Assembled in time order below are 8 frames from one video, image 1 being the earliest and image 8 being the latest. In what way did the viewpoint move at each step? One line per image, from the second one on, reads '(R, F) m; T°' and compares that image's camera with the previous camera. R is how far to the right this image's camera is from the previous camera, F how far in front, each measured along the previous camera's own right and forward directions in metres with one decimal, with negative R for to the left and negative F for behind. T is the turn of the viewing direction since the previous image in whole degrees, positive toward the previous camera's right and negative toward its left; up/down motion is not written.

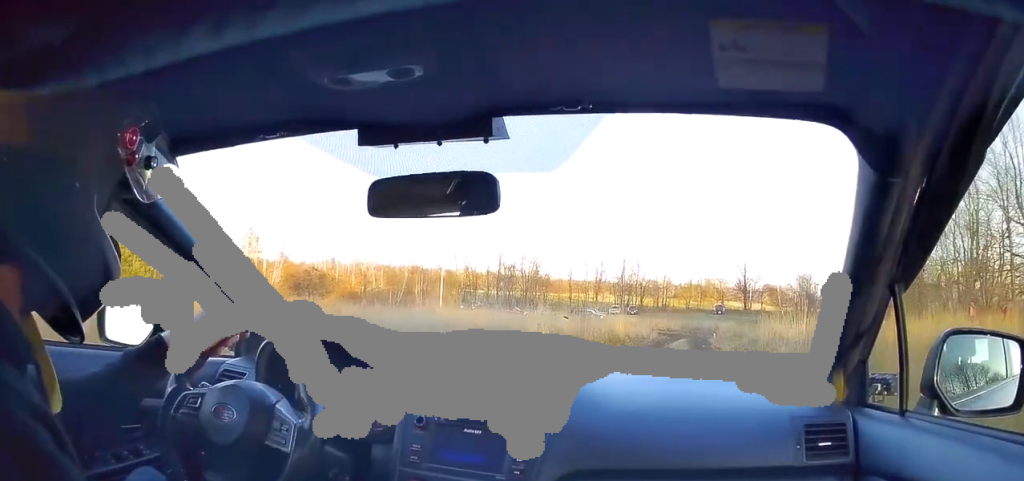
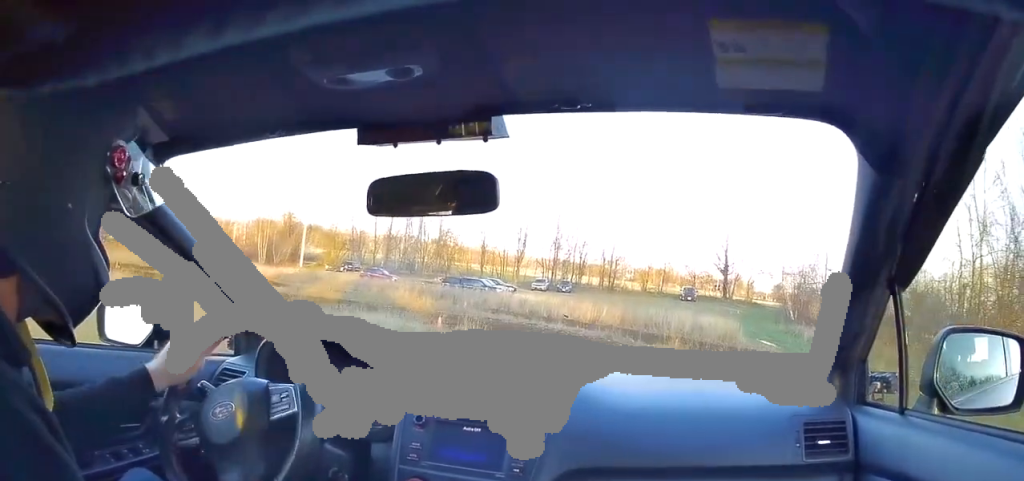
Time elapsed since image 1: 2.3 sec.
(-1.2, +34.3) m; -5°
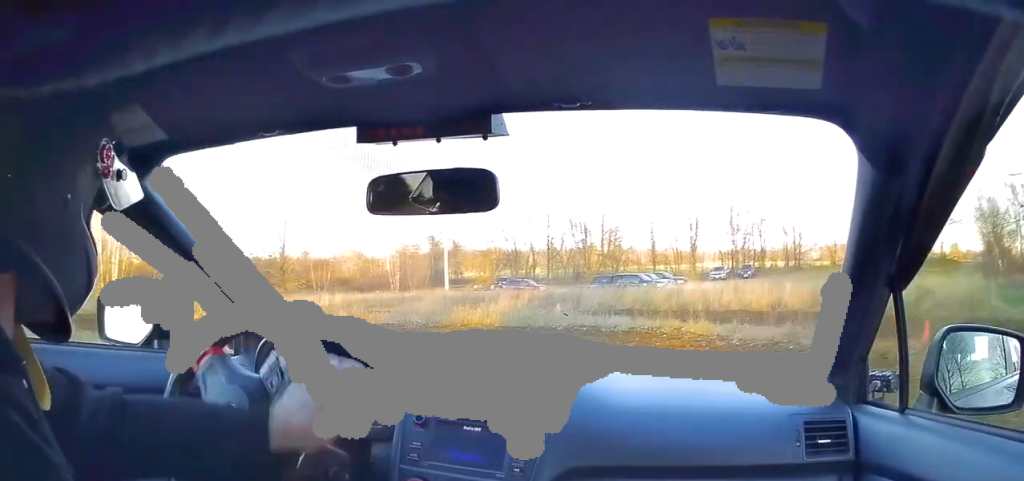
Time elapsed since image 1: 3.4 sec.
(-0.7, +13.3) m; -11°
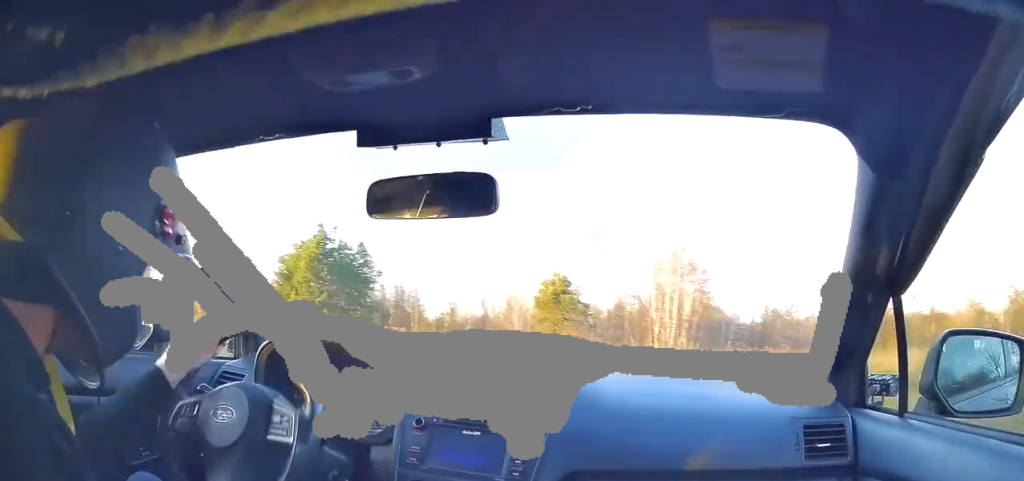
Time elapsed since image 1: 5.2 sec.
(-4.2, +15.1) m; -40°
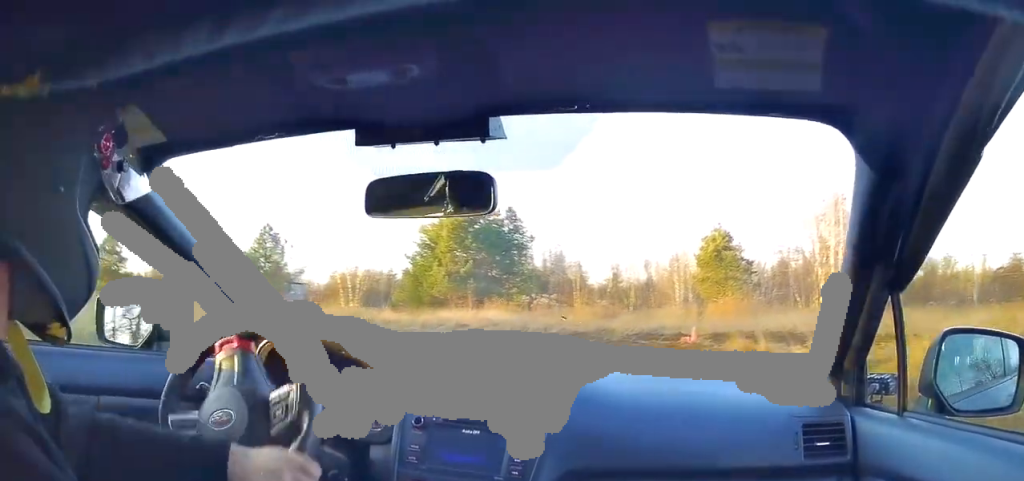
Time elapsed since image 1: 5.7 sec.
(-0.3, +3.3) m; -15°
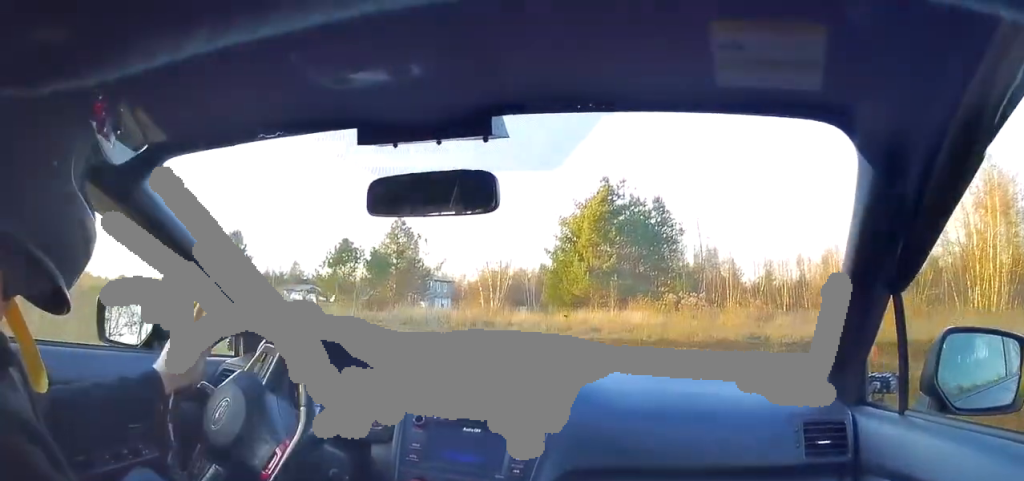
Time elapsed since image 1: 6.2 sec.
(-0.6, +2.9) m; -10°
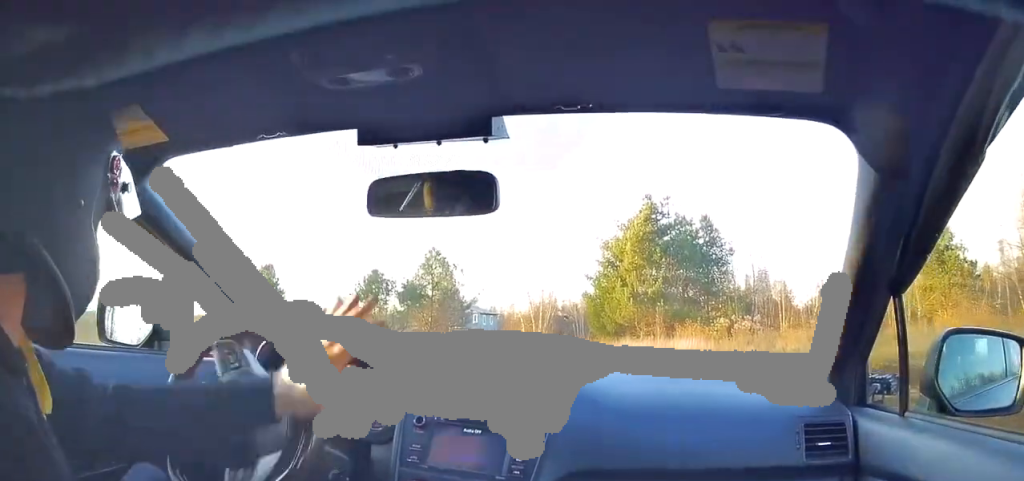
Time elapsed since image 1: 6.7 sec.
(-0.3, +2.7) m; -8°
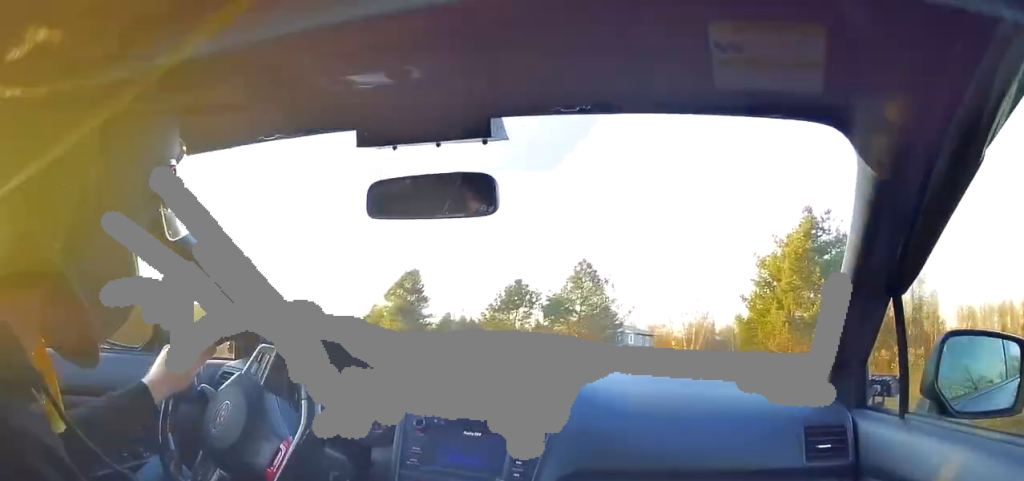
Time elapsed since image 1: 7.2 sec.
(-0.2, +3.2) m; -1°
